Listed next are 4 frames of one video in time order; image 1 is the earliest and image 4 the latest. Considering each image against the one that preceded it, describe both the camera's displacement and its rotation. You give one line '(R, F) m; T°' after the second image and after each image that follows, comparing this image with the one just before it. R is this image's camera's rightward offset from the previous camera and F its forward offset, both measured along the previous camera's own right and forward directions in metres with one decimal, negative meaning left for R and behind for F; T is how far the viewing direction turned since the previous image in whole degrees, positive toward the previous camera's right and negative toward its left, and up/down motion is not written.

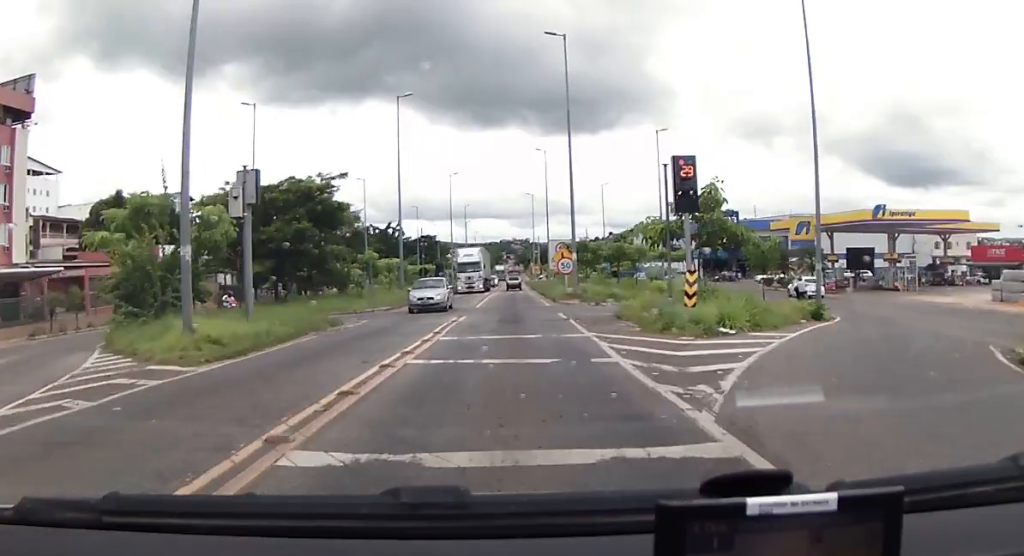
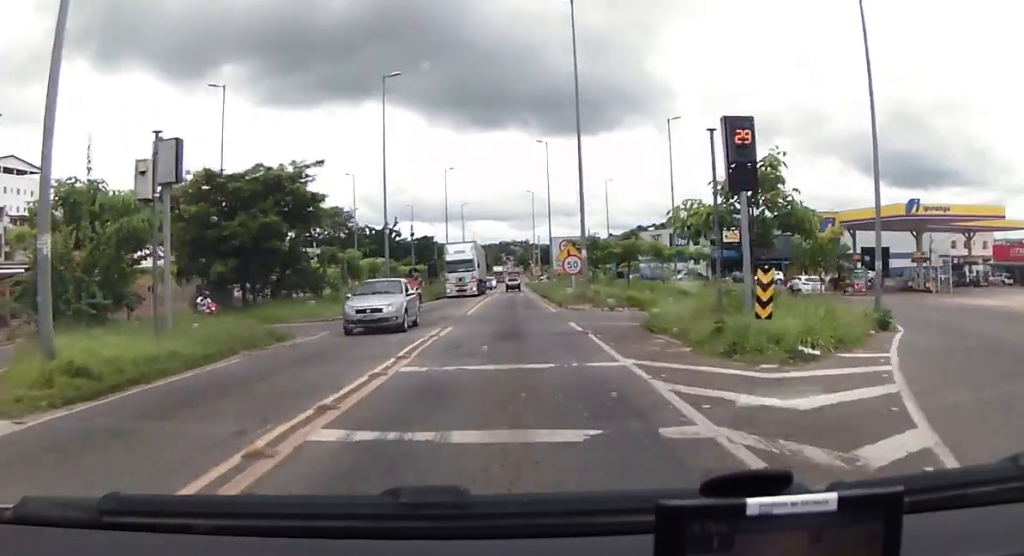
(+0.2, +5.4) m; -1°
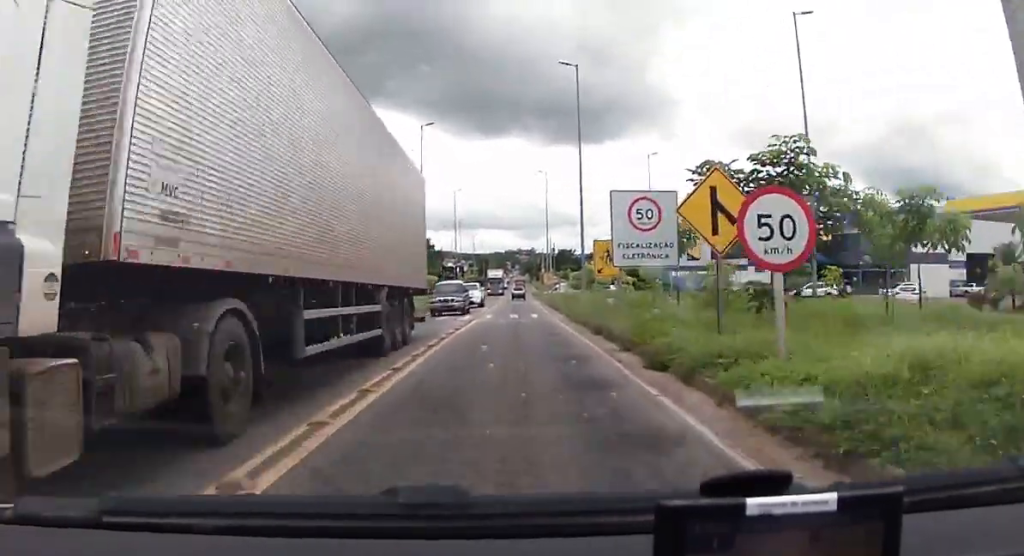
(-0.9, +26.4) m; -1°
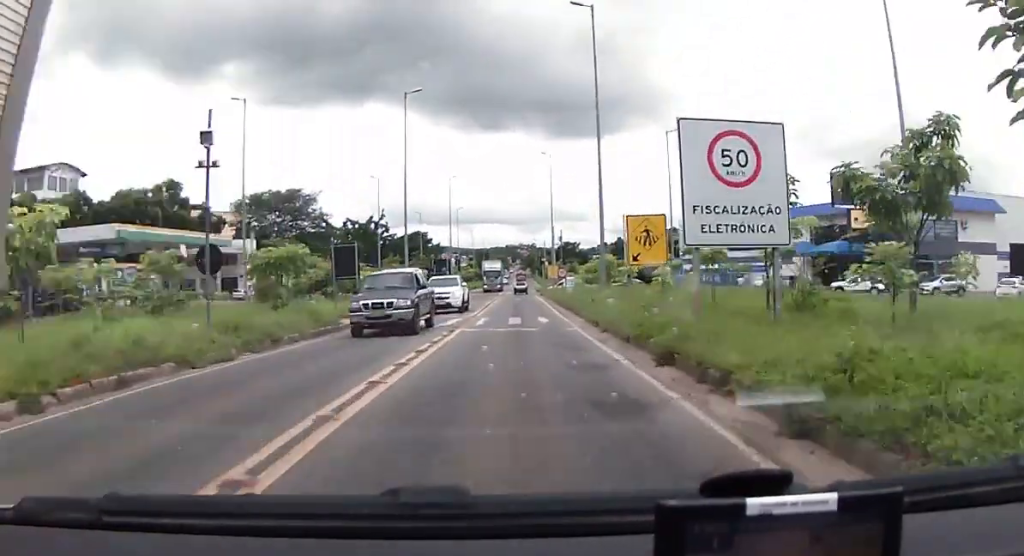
(0.0, +8.6) m; 0°
